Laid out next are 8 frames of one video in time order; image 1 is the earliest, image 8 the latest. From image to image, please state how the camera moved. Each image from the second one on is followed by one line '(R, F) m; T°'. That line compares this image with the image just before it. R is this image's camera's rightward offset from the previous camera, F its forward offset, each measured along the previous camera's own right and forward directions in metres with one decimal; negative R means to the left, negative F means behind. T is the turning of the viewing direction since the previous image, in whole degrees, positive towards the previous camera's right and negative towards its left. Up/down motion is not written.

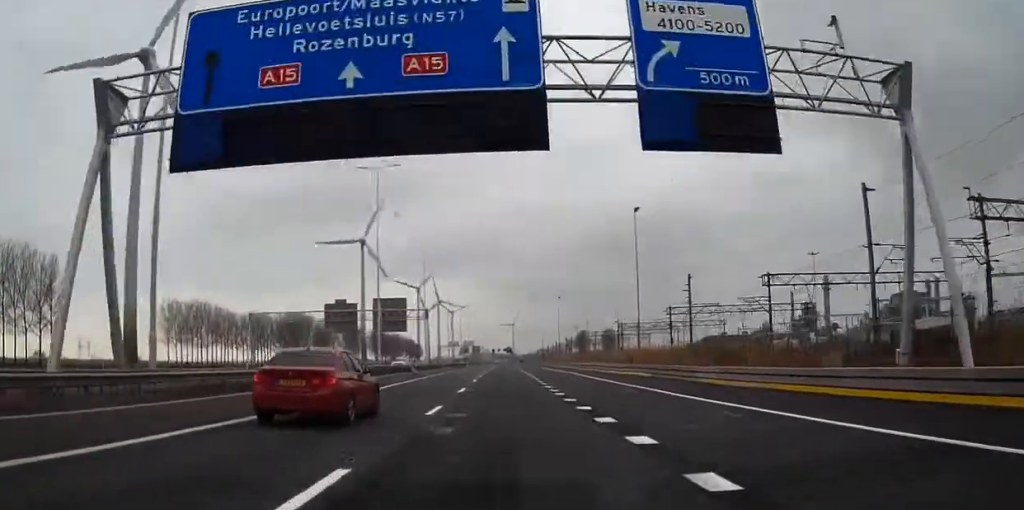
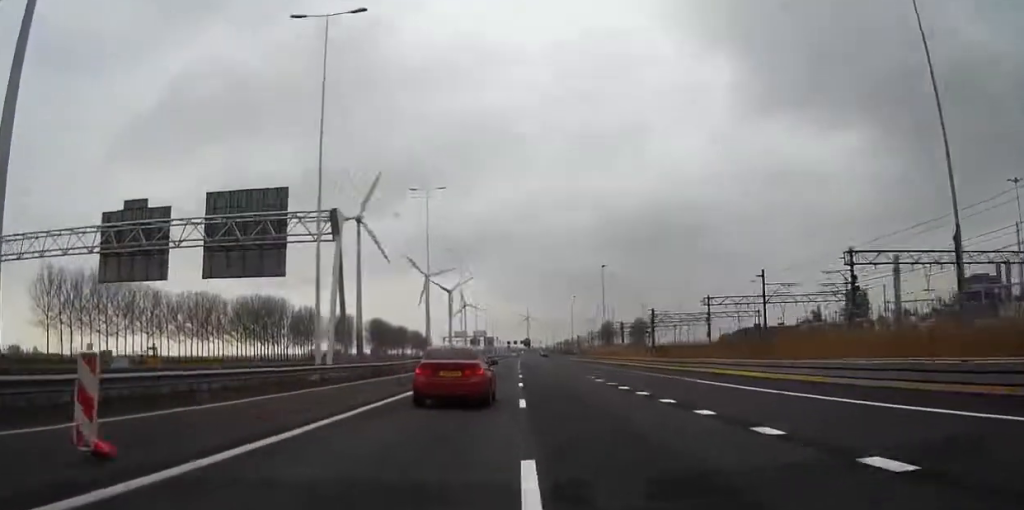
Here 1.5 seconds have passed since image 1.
(-0.9, +70.5) m; -1°
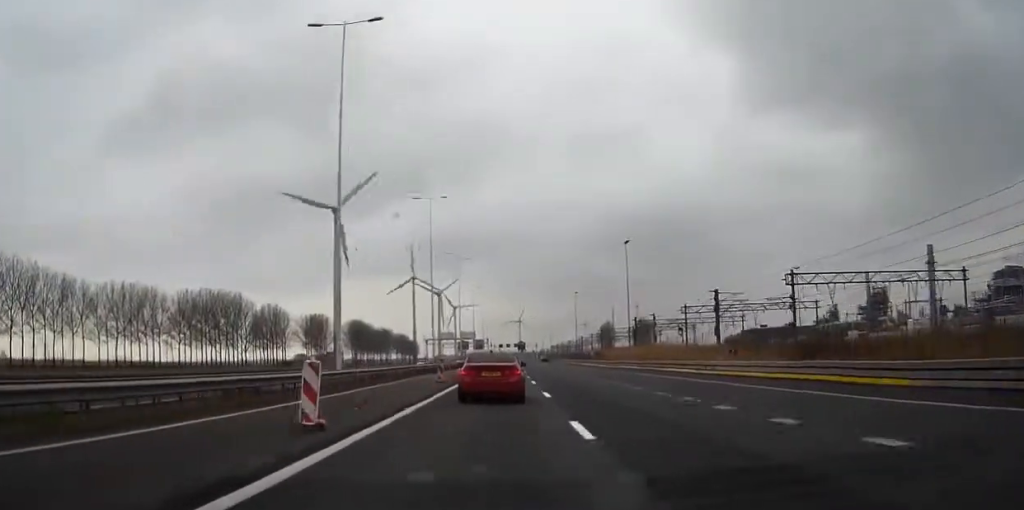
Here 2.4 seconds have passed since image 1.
(0.0, +42.3) m; +1°
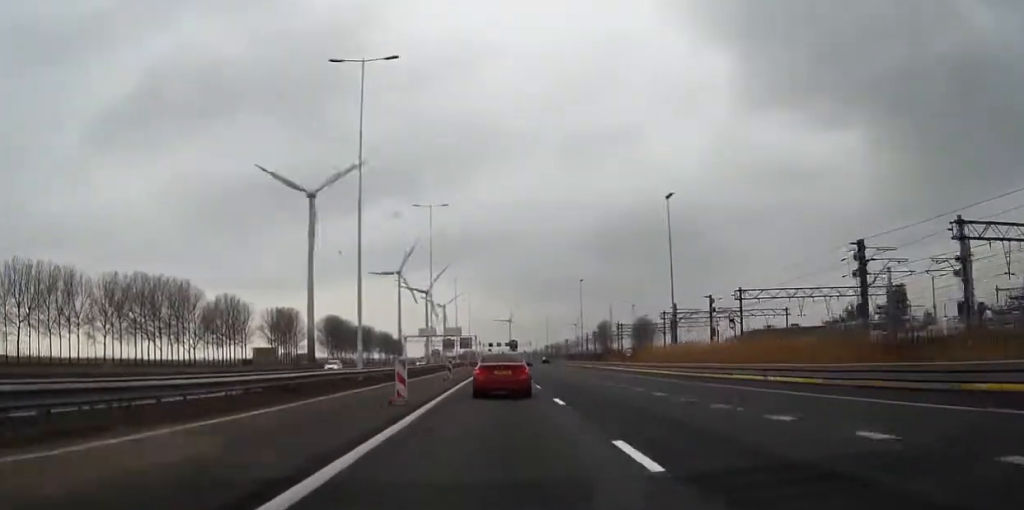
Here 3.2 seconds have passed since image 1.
(+0.5, +39.1) m; +1°
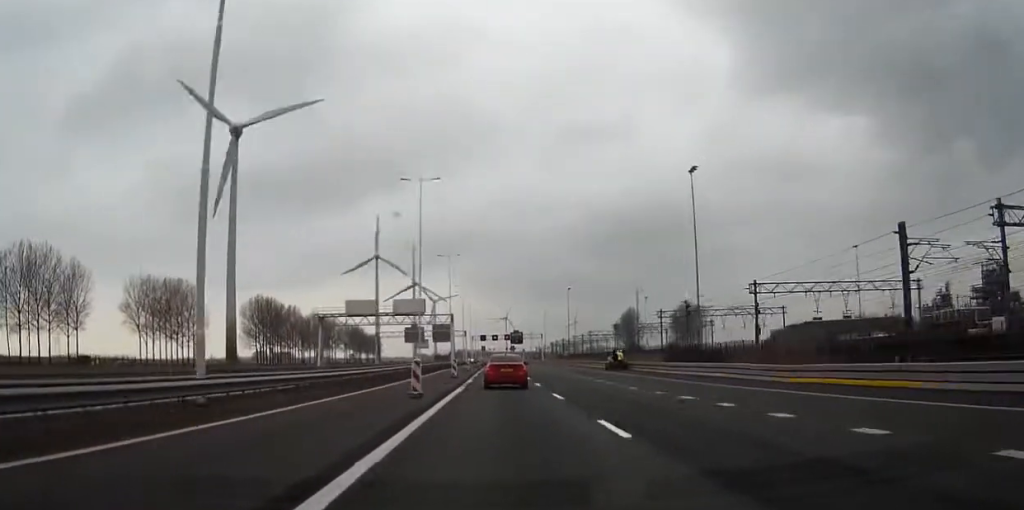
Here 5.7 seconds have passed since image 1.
(+1.0, +116.6) m; +1°
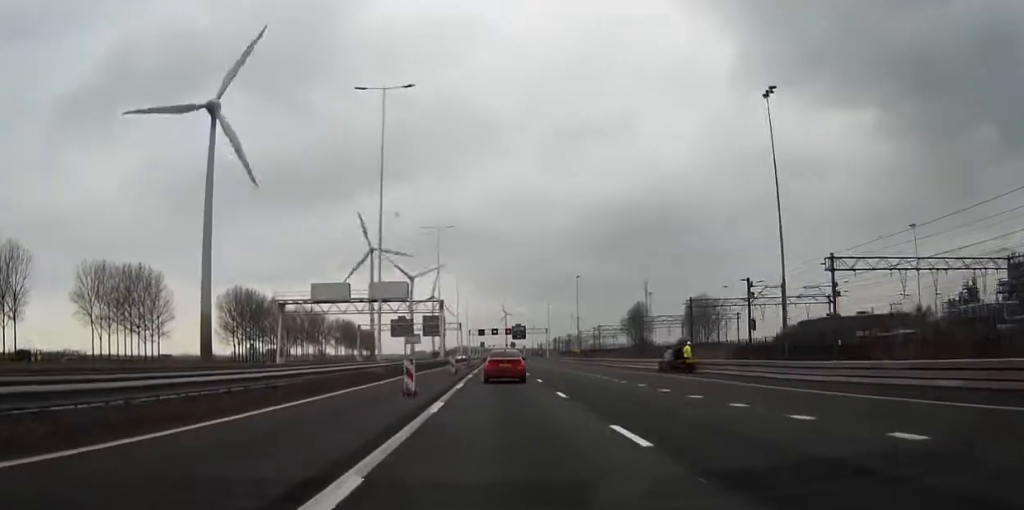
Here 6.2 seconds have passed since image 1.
(0.0, +25.4) m; 0°
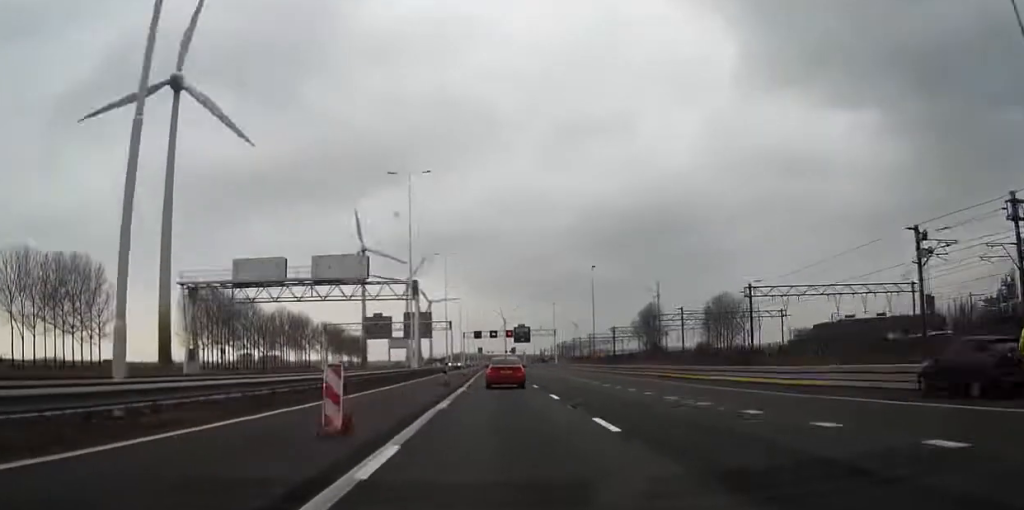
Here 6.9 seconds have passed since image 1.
(0.0, +33.4) m; 0°
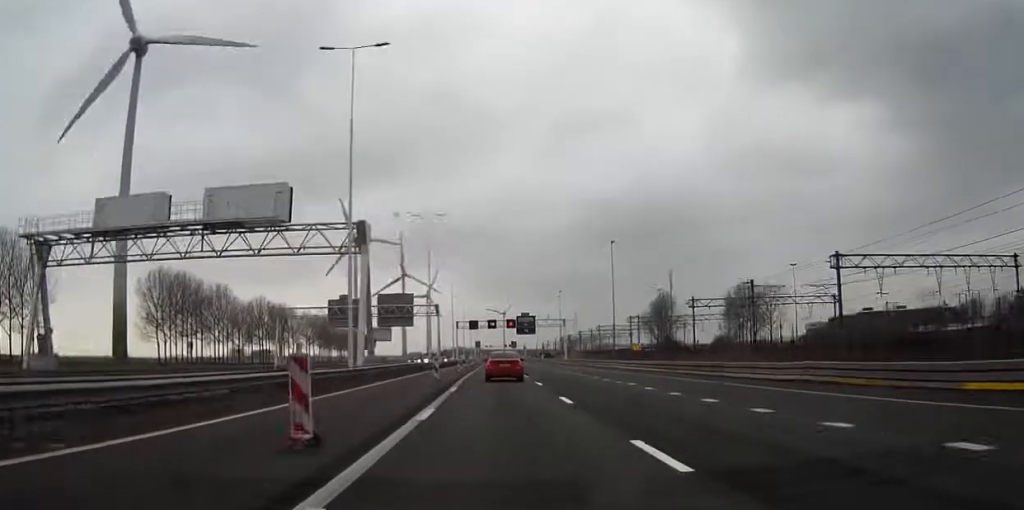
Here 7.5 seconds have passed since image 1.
(0.0, +28.5) m; 0°
